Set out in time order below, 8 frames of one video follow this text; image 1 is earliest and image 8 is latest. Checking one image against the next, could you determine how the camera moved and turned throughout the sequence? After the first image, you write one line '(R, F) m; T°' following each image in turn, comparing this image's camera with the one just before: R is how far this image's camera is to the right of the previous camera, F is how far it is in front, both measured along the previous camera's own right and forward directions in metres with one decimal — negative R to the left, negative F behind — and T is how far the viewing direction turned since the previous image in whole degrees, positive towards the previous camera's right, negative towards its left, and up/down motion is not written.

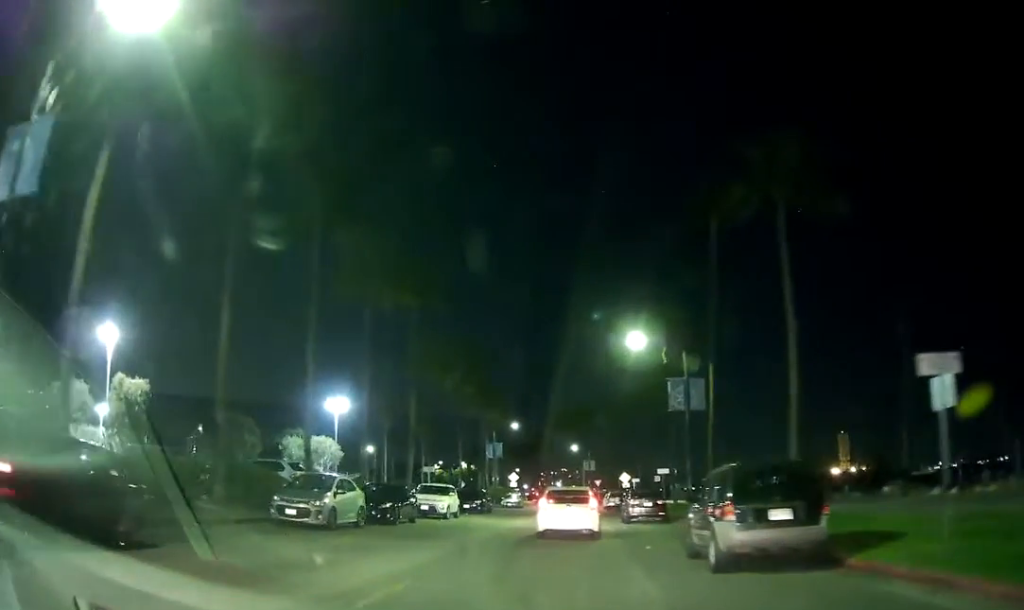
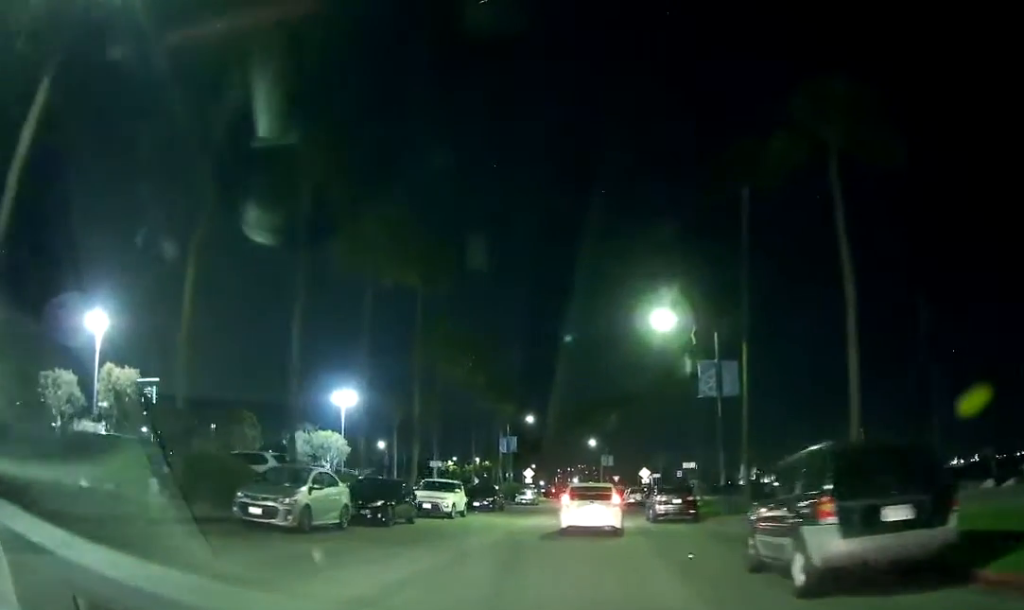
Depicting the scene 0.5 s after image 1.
(+0.2, +3.1) m; +1°
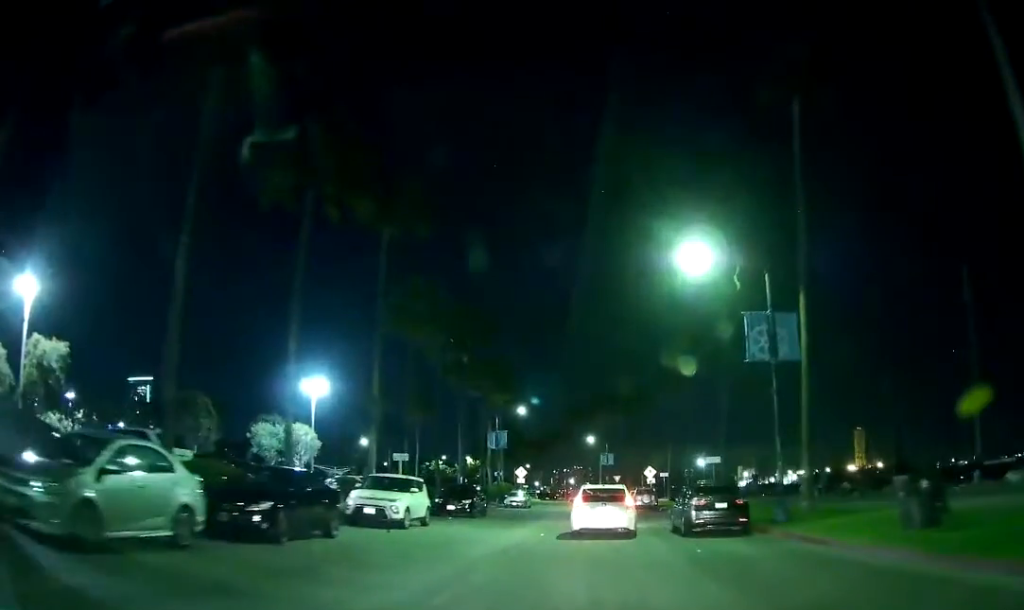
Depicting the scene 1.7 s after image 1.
(+0.2, +7.9) m; 0°
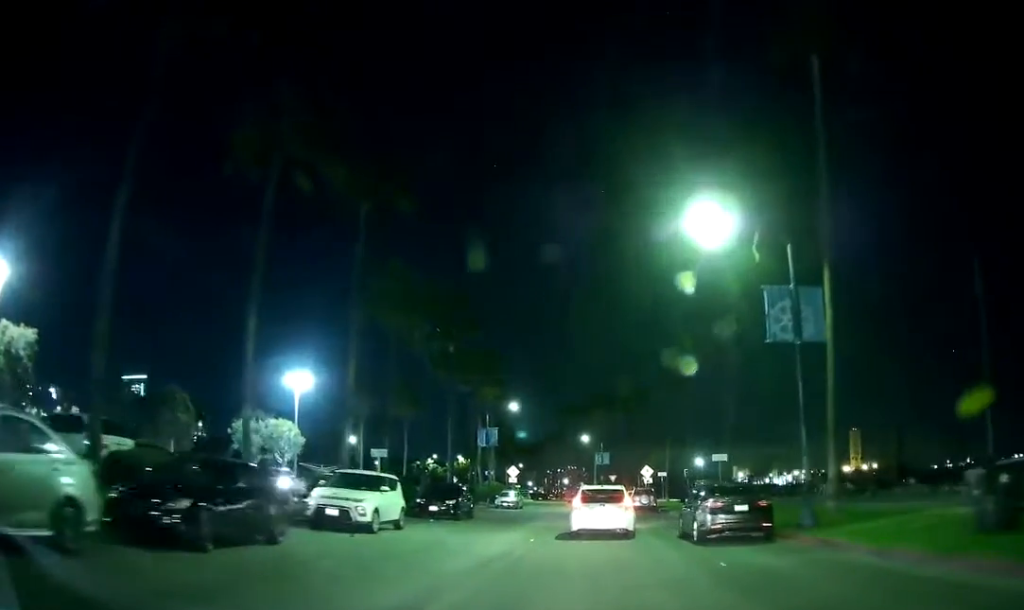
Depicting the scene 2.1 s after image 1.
(-0.1, +3.0) m; -1°
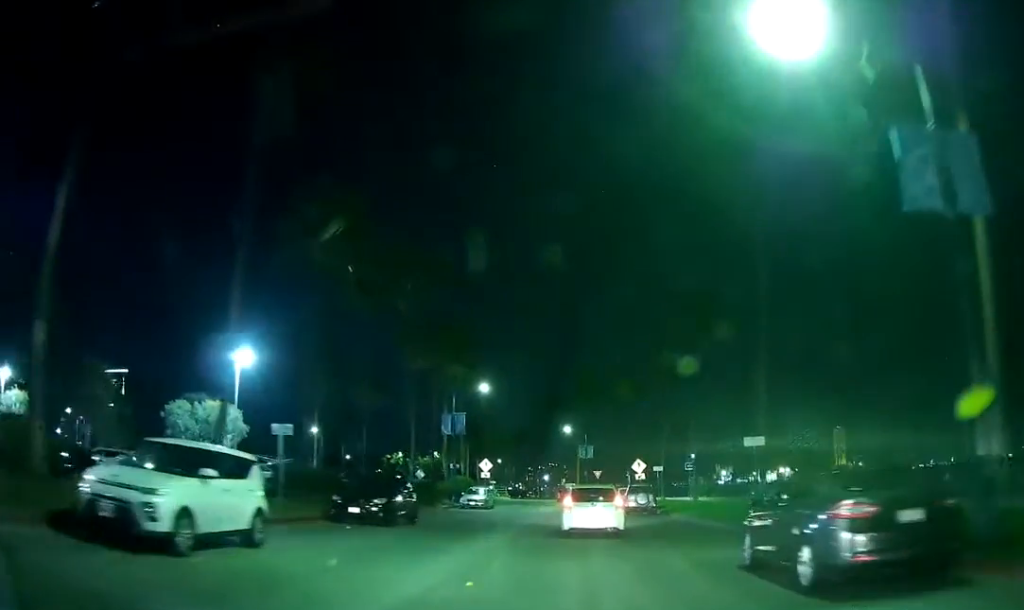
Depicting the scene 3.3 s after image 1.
(+0.2, +9.1) m; +2°
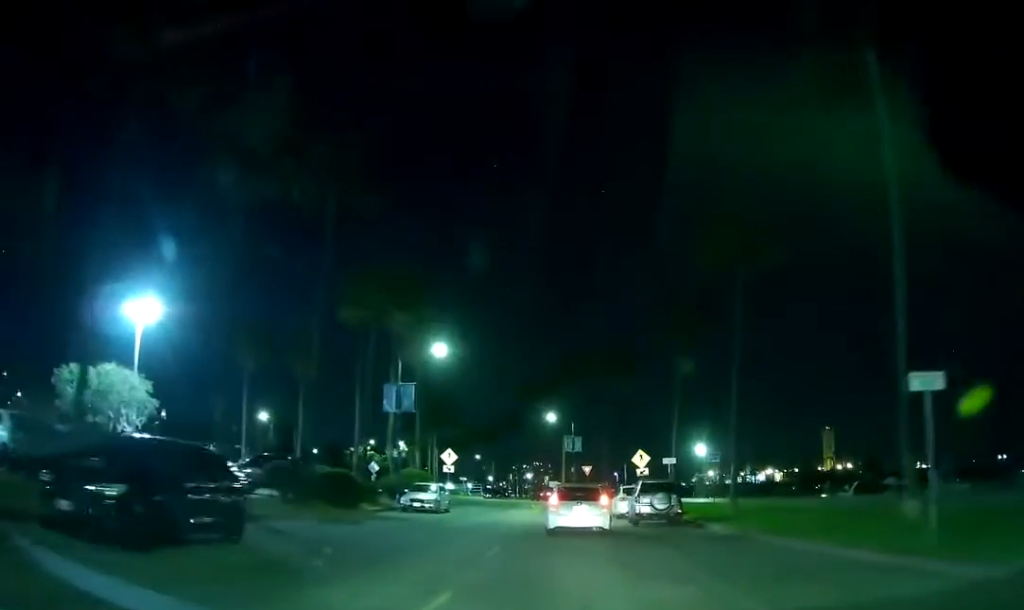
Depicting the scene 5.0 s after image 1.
(+0.4, +13.2) m; +2°
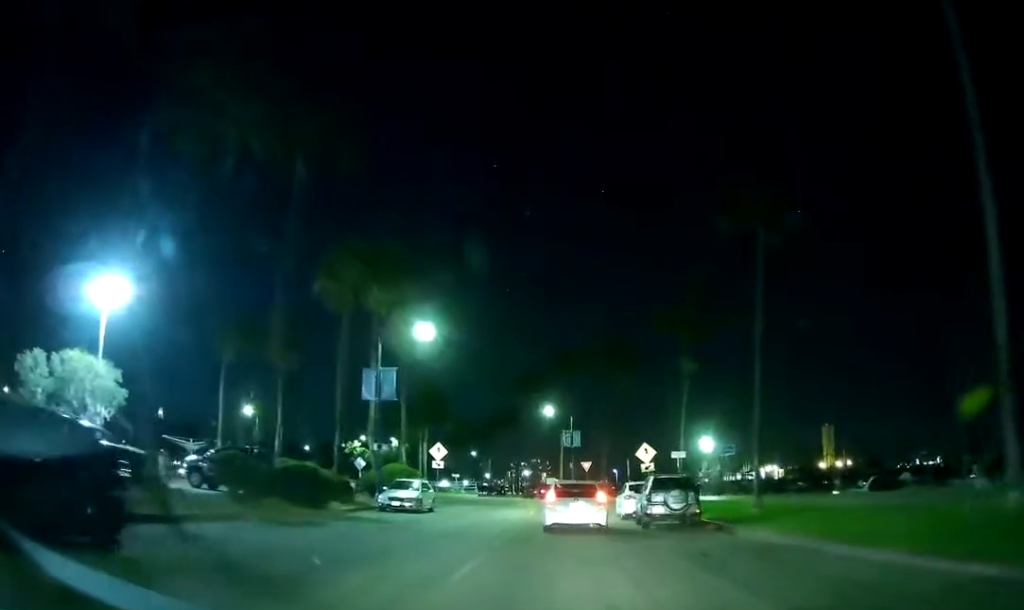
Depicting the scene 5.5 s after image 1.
(0.0, +3.9) m; 0°
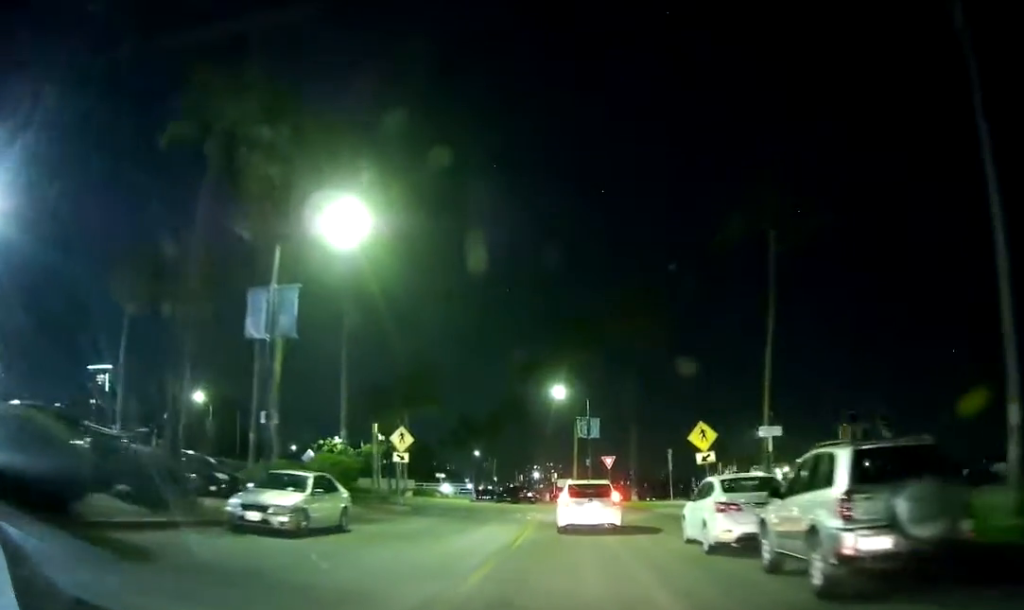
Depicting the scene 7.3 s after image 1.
(-0.2, +15.2) m; -1°
